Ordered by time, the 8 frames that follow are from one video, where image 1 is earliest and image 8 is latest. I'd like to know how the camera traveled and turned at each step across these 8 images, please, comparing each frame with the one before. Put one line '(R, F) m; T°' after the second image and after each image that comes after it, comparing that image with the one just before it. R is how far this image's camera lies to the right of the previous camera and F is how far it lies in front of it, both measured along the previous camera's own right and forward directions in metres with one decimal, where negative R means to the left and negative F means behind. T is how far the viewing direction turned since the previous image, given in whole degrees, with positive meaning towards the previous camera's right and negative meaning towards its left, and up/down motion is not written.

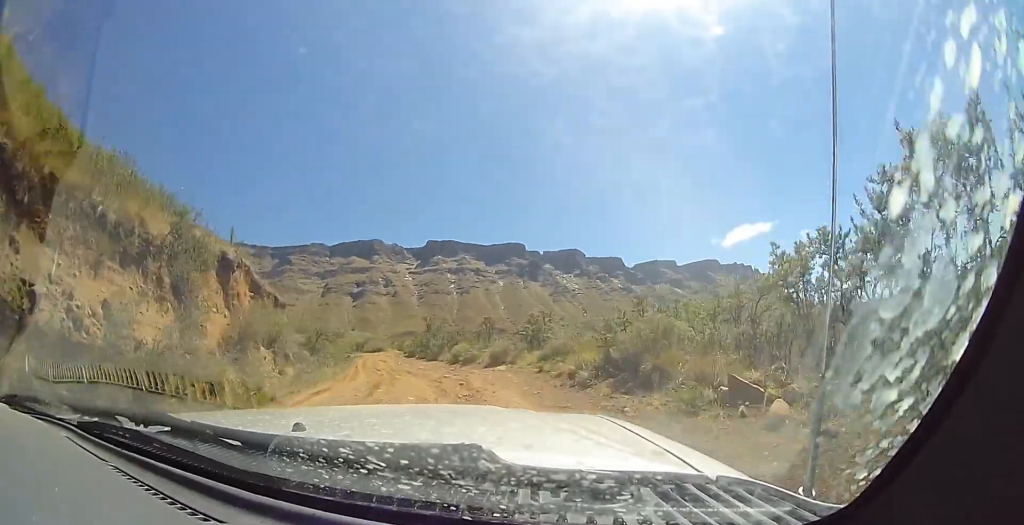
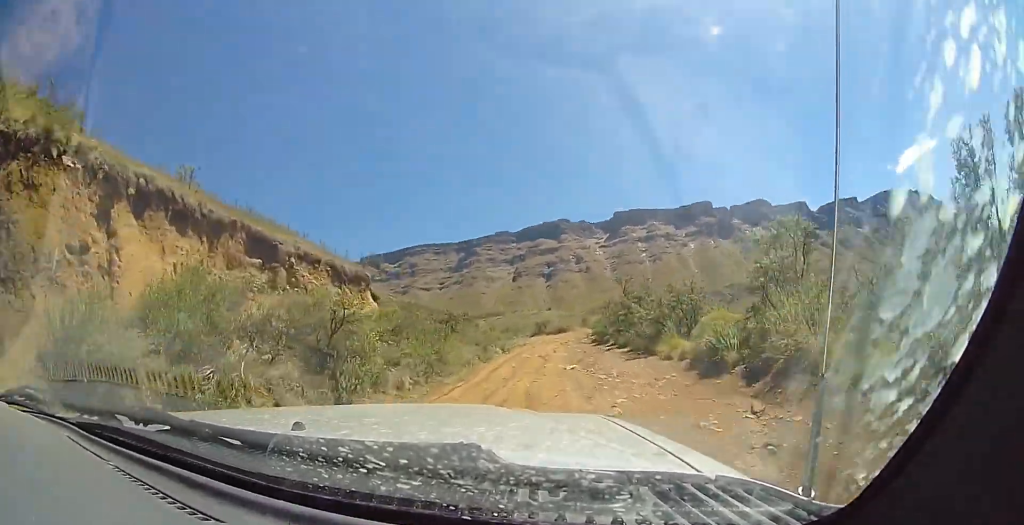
(-1.6, +13.8) m; -9°
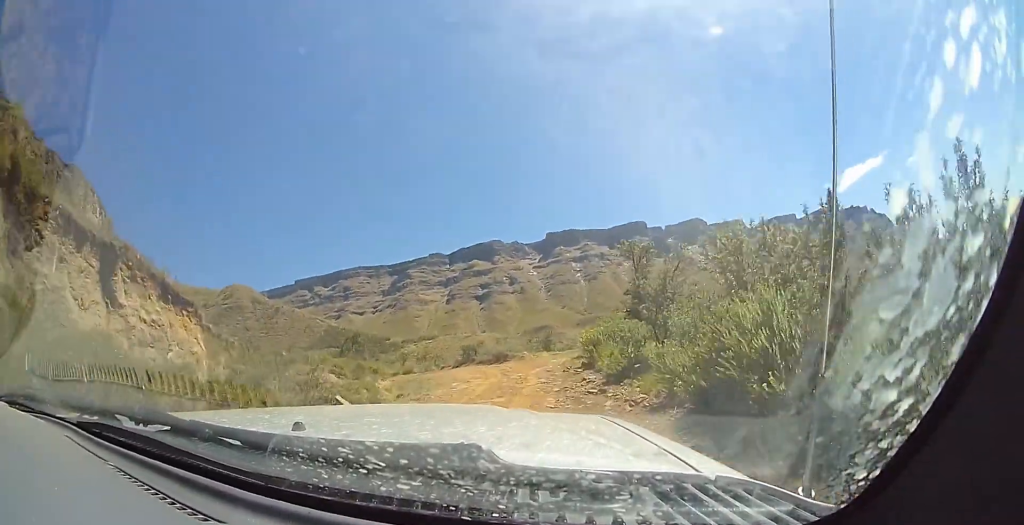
(+0.1, +18.8) m; -1°
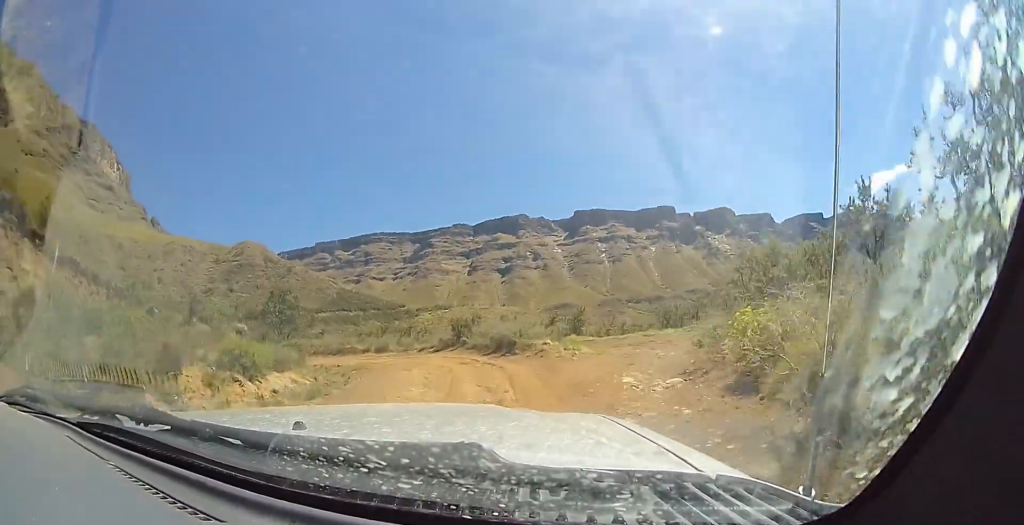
(-1.1, +13.9) m; -9°
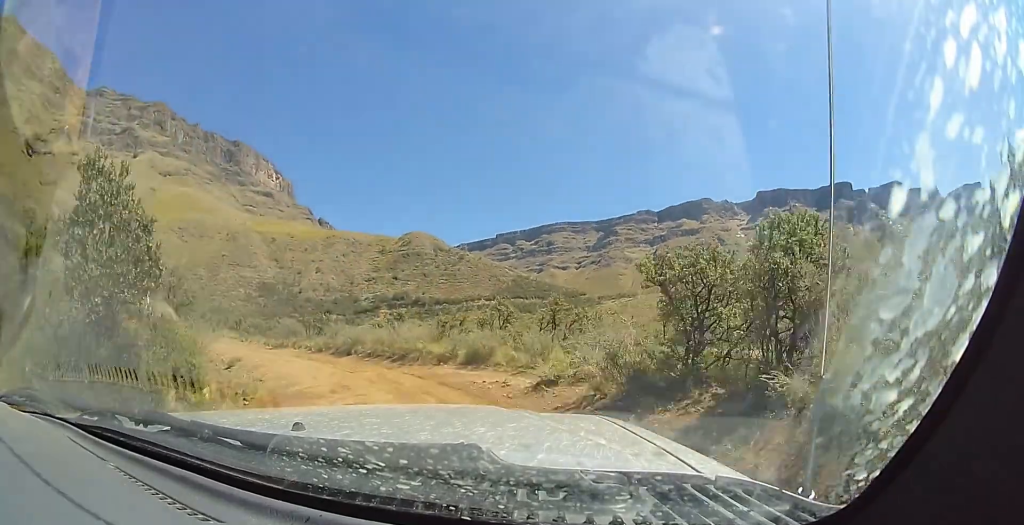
(-2.9, +18.0) m; -34°
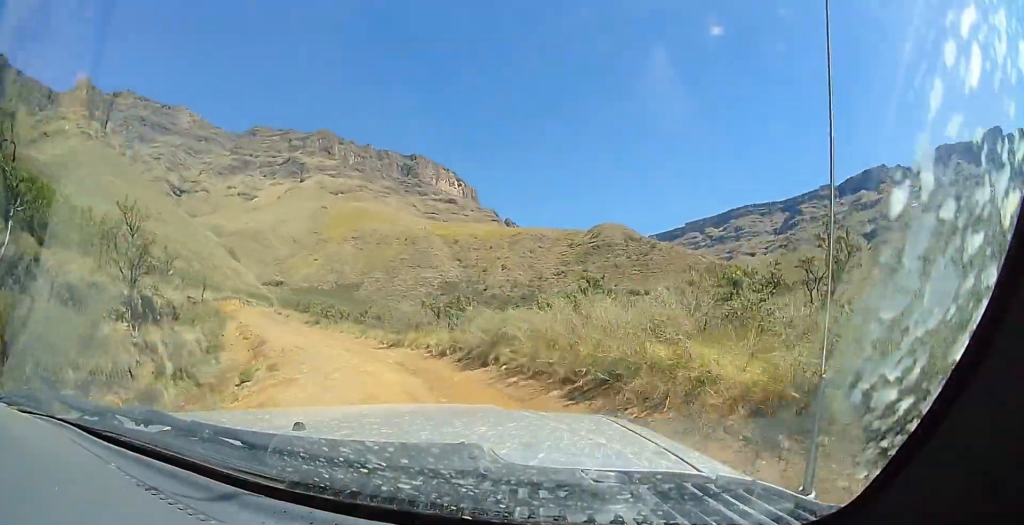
(-3.2, +11.1) m; -28°
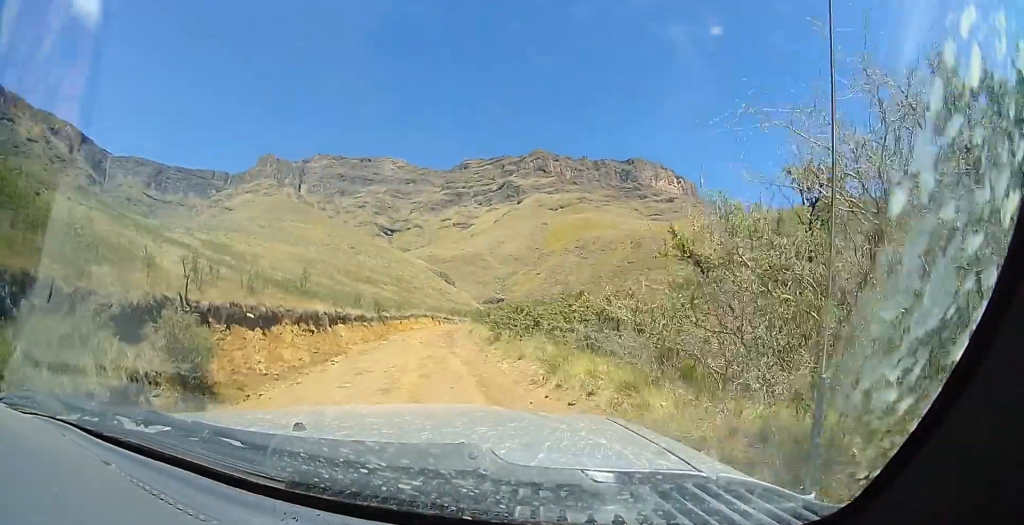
(-4.1, +16.8) m; -24°
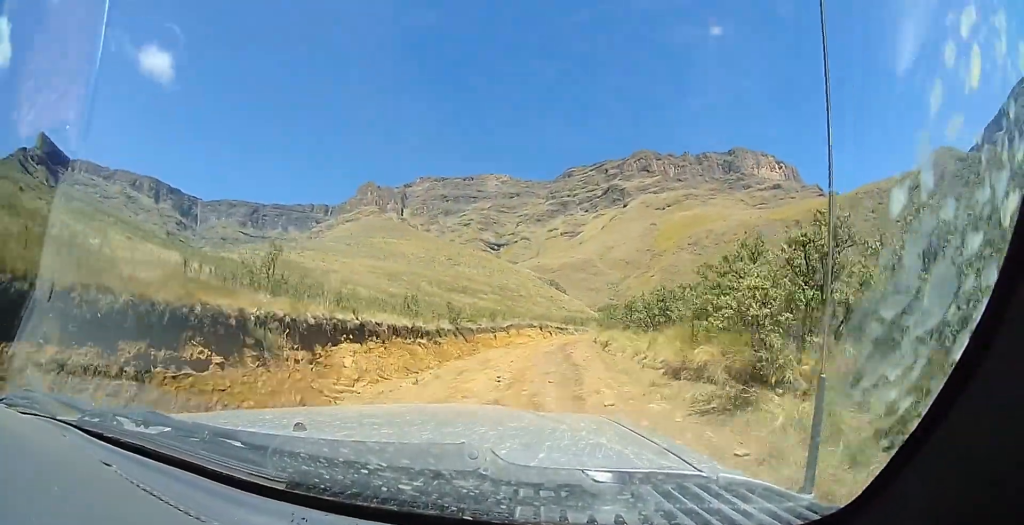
(-2.4, +16.4) m; -6°
